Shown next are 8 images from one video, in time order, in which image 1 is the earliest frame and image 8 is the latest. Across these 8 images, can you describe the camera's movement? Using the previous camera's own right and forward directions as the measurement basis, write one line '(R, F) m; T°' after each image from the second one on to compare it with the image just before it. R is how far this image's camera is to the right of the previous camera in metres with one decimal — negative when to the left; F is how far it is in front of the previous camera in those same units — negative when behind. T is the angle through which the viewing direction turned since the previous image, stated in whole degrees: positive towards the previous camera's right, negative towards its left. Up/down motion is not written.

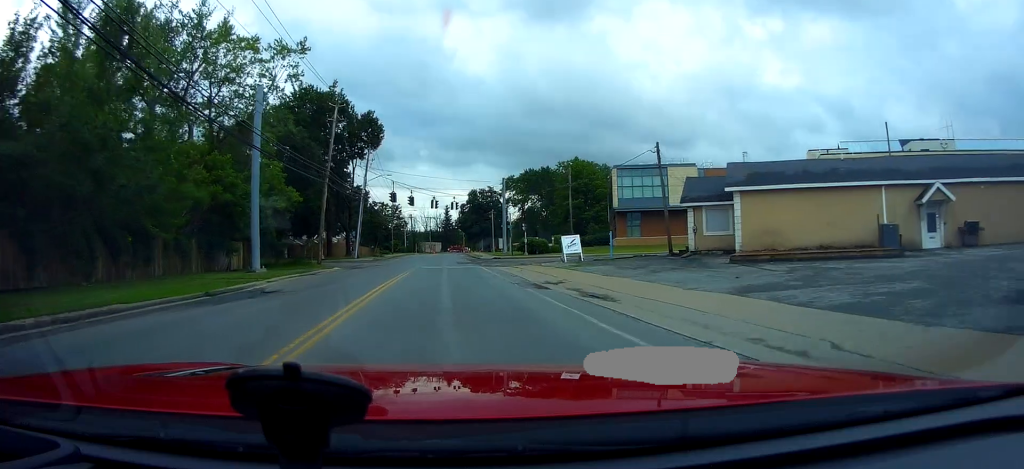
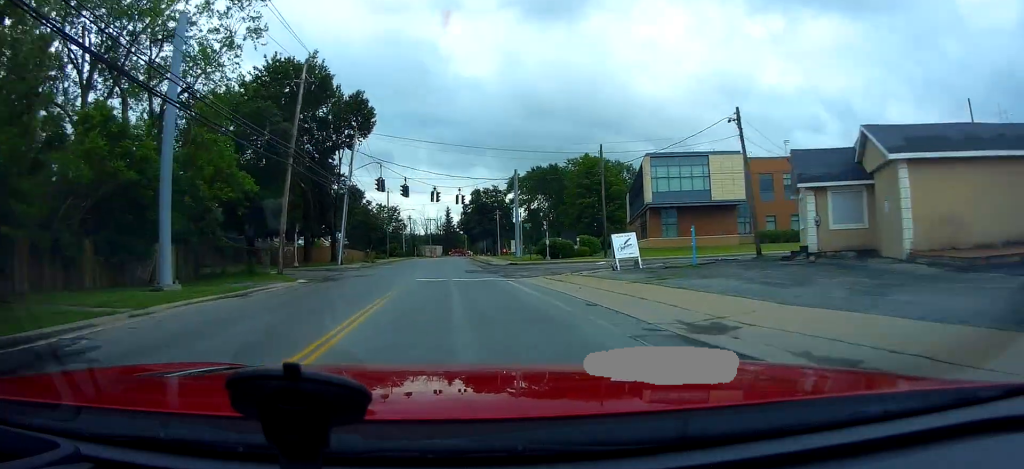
(+0.2, +10.9) m; +2°
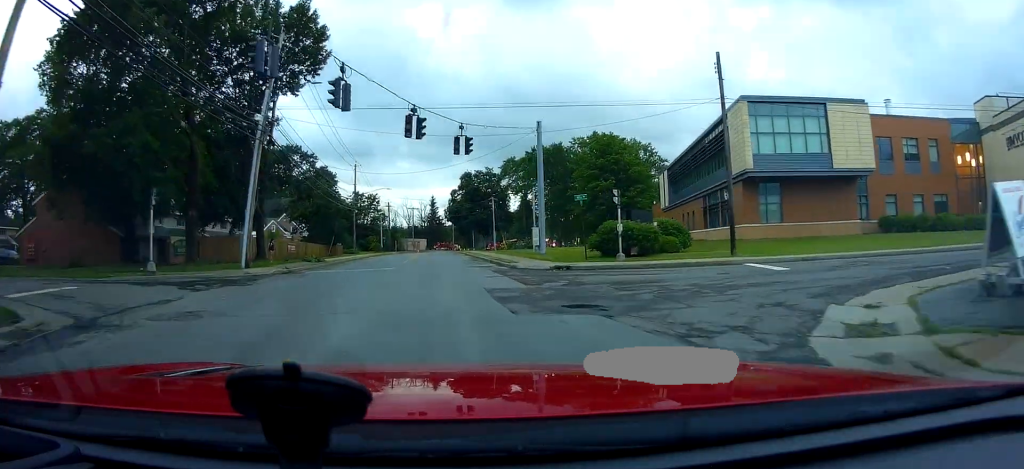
(-0.1, +22.0) m; -1°
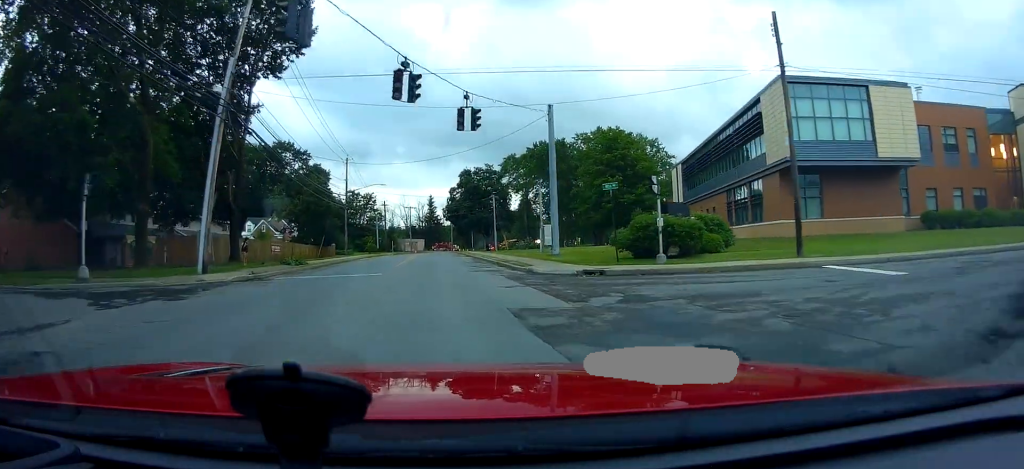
(-0.2, +5.0) m; 0°
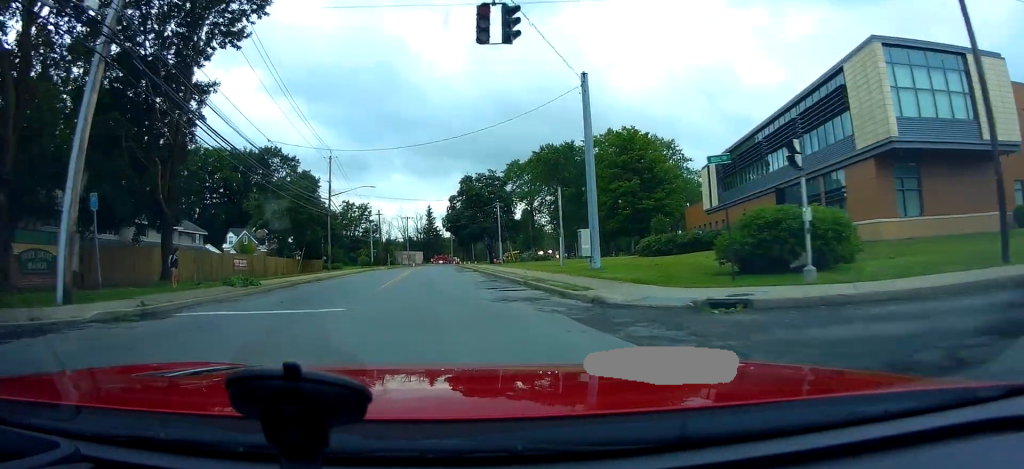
(+0.2, +9.2) m; 0°
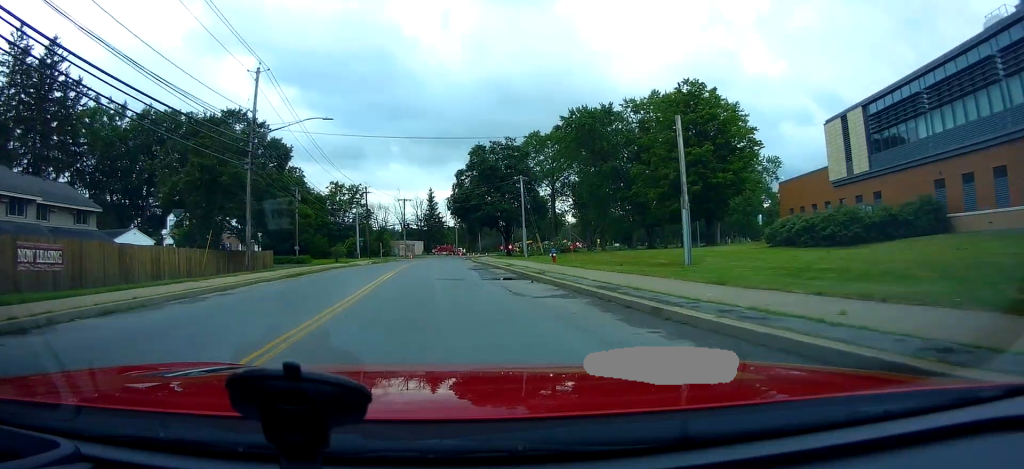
(0.0, +23.2) m; +3°
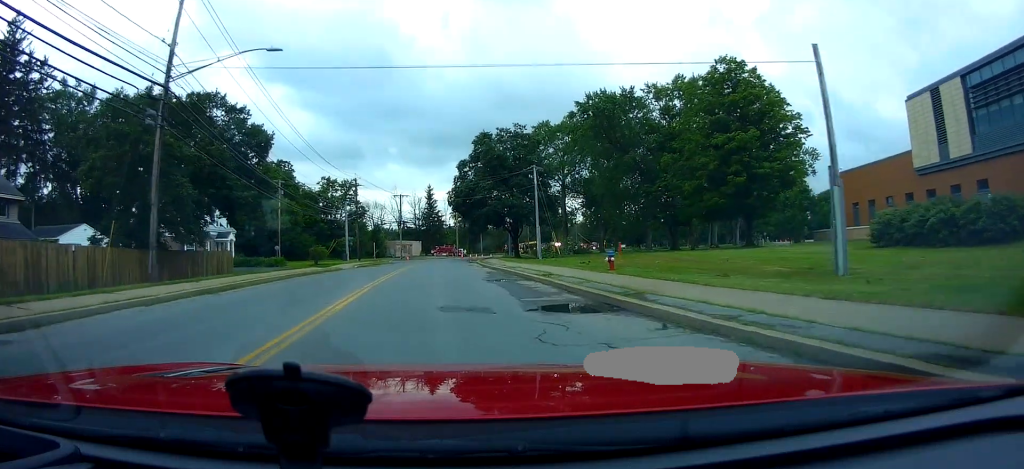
(+0.3, +9.9) m; +1°
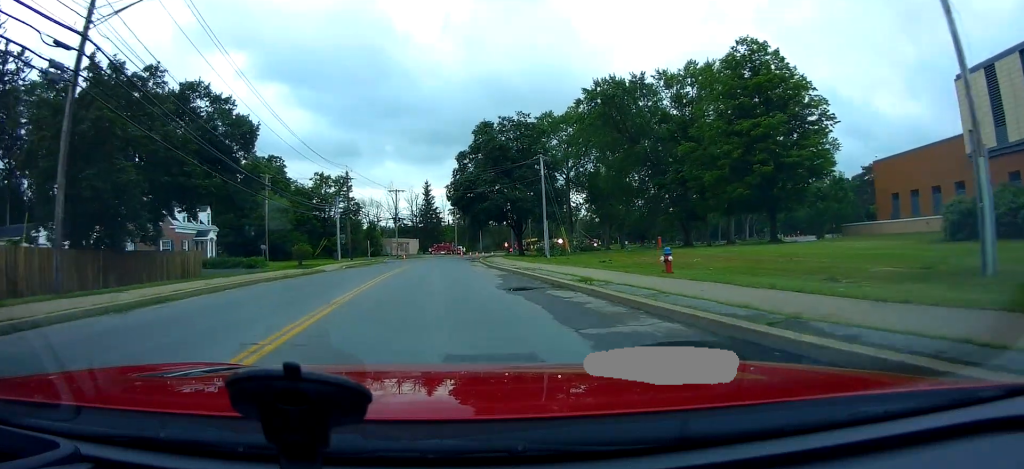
(+0.1, +5.3) m; -1°
